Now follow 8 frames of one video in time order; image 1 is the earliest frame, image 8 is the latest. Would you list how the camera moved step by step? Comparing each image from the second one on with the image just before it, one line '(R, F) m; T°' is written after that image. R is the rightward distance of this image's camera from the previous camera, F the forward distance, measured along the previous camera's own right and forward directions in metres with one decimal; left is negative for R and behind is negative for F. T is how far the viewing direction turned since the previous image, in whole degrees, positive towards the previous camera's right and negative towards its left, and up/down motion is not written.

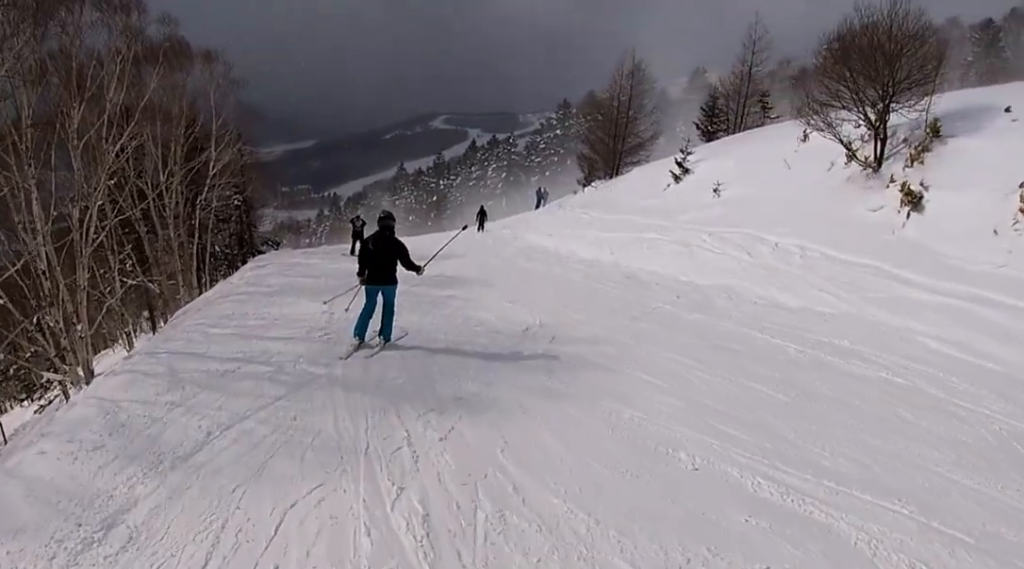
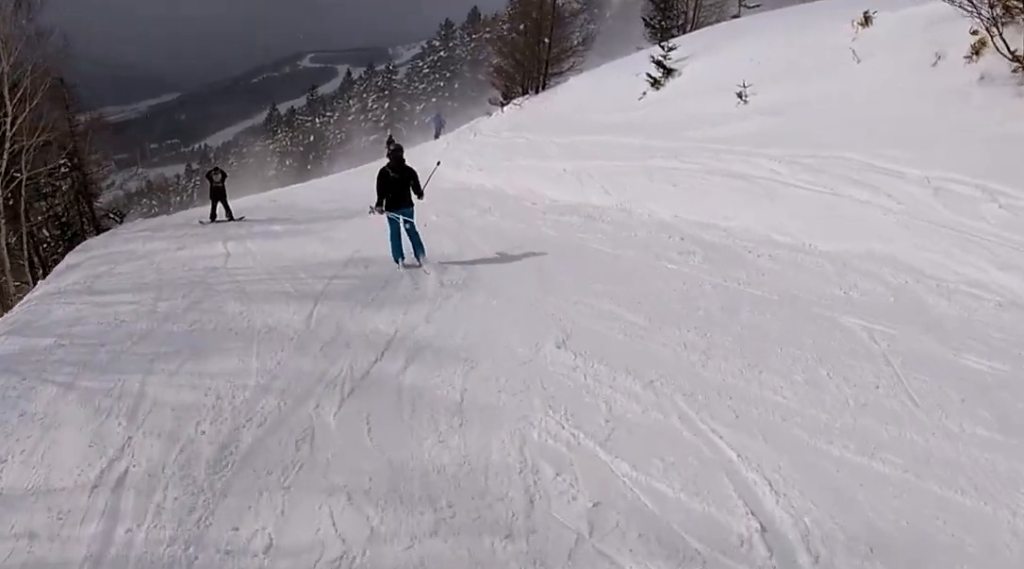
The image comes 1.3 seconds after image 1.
(0.0, +6.9) m; +9°
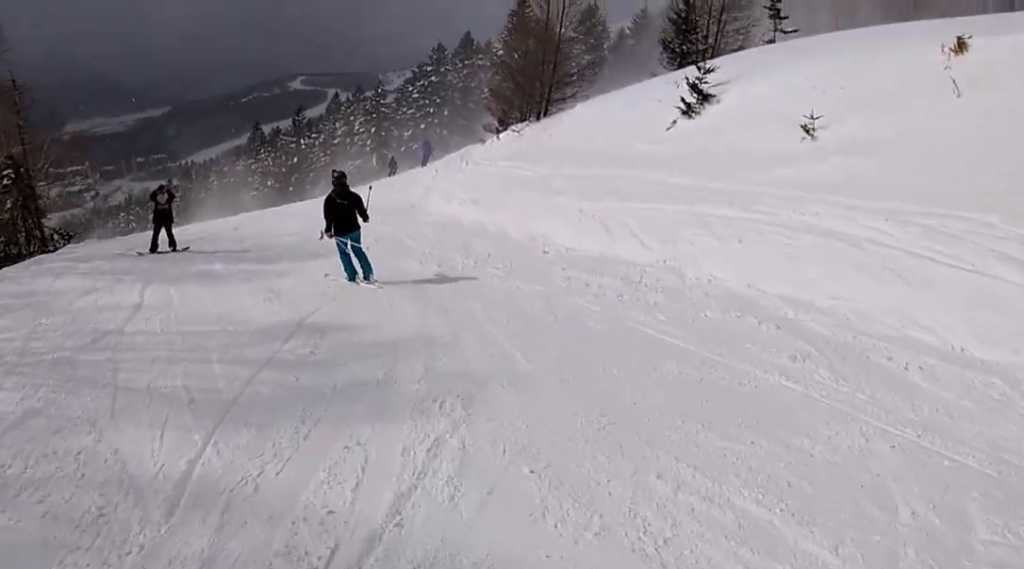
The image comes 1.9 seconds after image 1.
(+0.1, +2.9) m; +5°
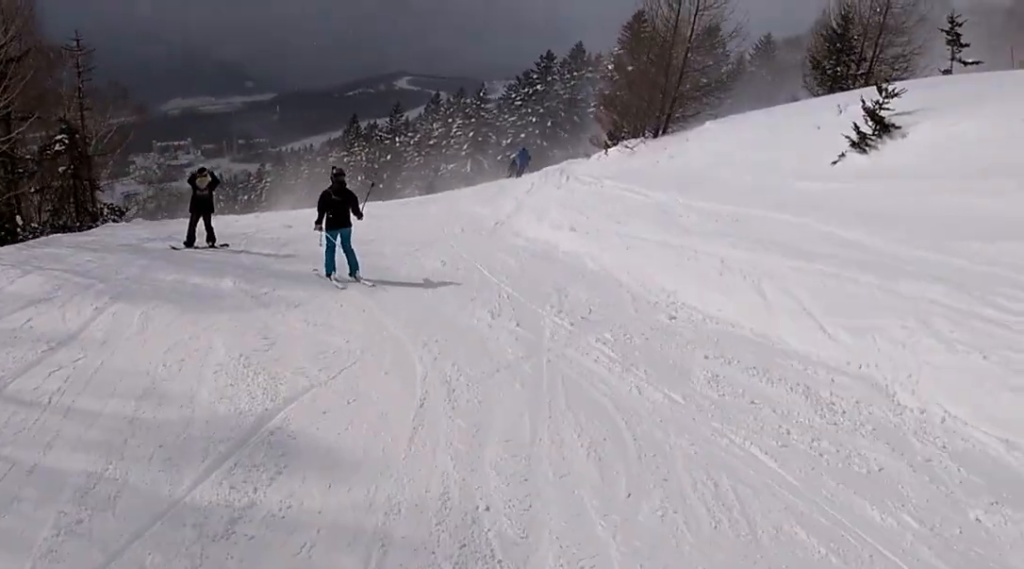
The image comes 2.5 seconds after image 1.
(+0.7, +2.8) m; 0°
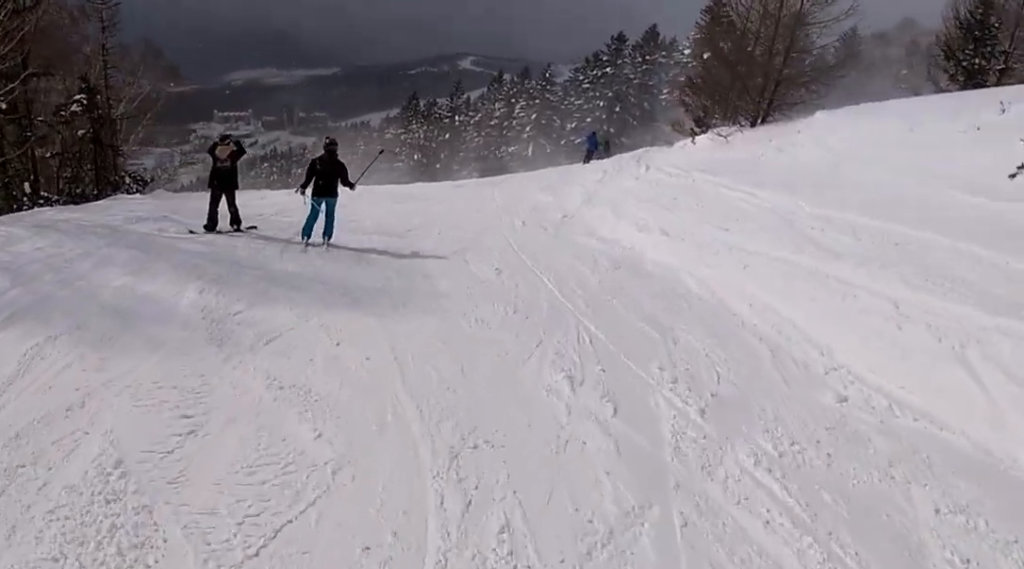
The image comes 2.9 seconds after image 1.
(0.0, +2.5) m; -2°
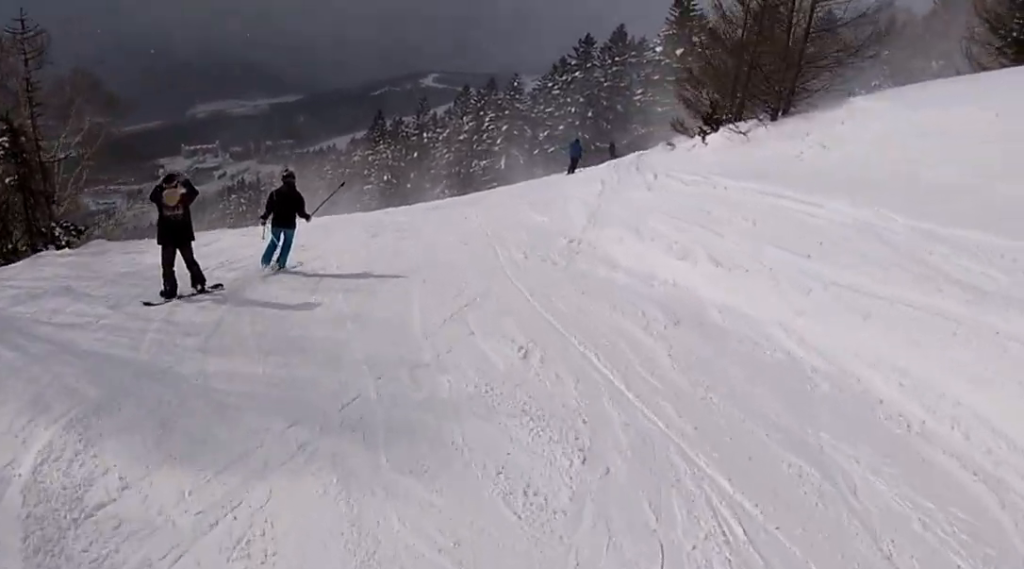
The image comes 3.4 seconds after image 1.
(-0.5, +2.7) m; -4°
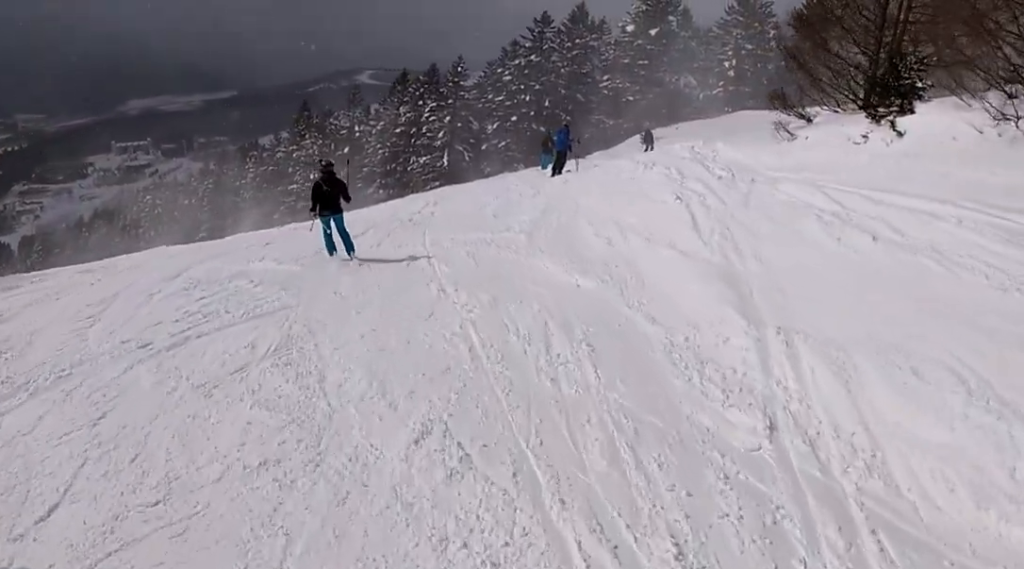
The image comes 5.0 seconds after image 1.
(-0.3, +9.5) m; -3°
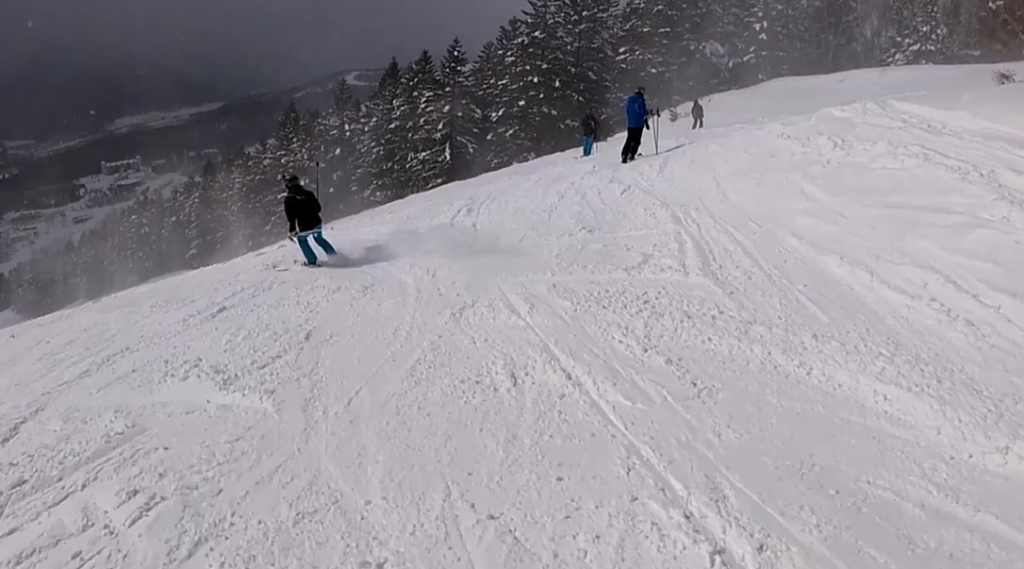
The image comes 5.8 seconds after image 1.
(-0.3, +5.3) m; 0°
